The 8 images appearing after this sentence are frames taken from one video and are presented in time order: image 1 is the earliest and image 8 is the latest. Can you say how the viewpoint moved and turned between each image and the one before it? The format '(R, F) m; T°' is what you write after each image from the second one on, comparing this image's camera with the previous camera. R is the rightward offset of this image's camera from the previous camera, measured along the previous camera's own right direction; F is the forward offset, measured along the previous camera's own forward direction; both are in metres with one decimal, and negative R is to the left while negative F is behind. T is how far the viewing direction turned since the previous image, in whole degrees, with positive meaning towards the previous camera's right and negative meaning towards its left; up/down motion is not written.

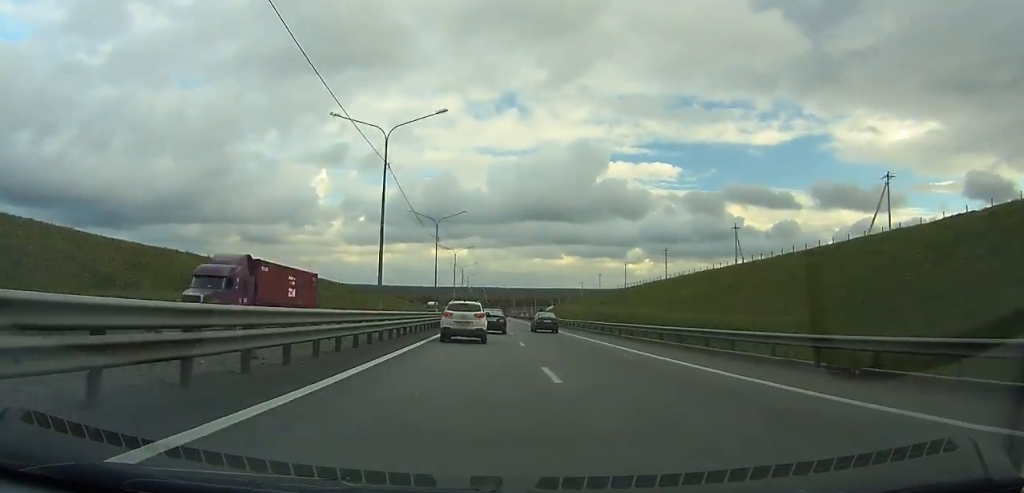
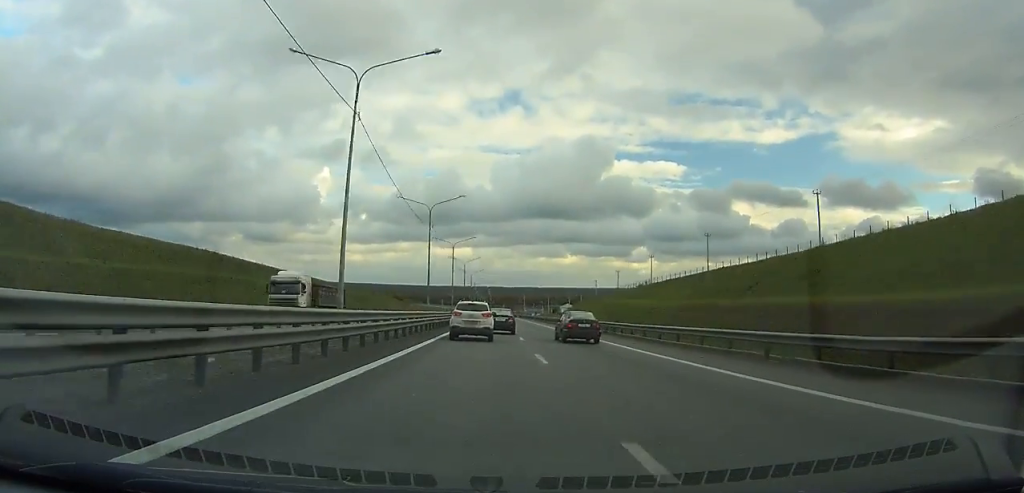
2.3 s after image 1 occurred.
(+0.2, +66.9) m; 0°
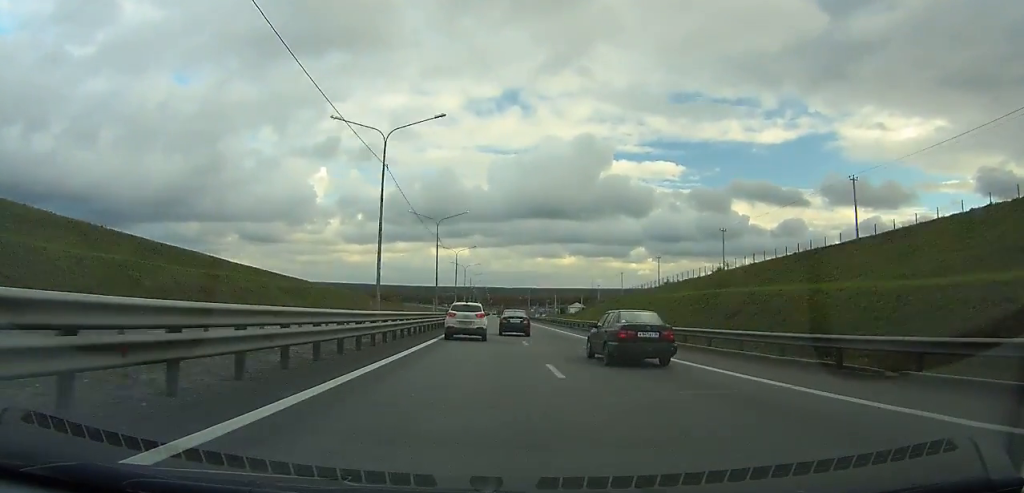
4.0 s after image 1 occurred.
(-0.2, +50.5) m; 0°
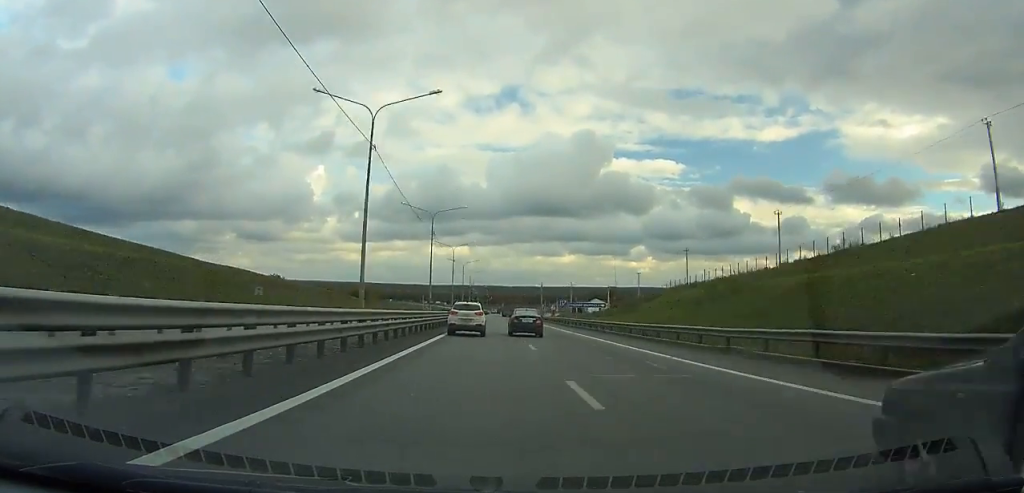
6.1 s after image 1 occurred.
(0.0, +62.9) m; 0°
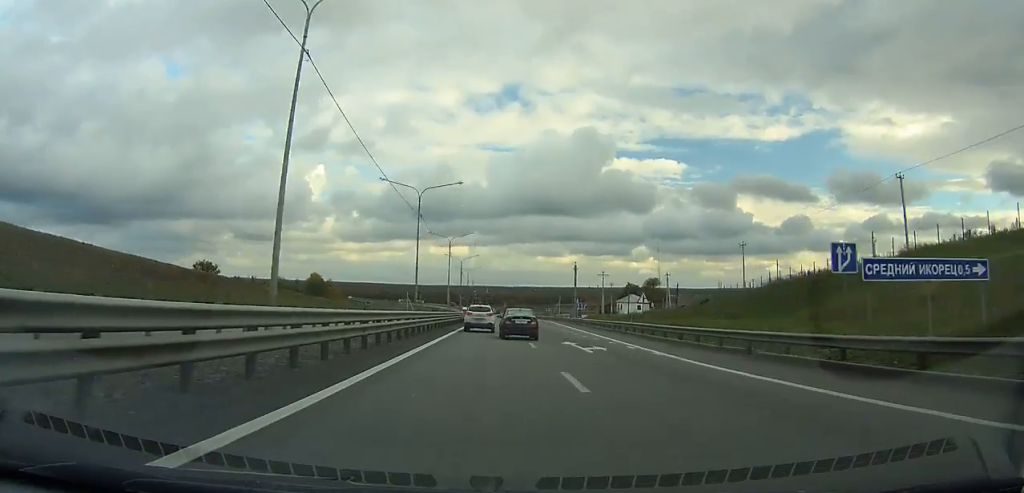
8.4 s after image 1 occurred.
(+0.1, +69.5) m; 0°
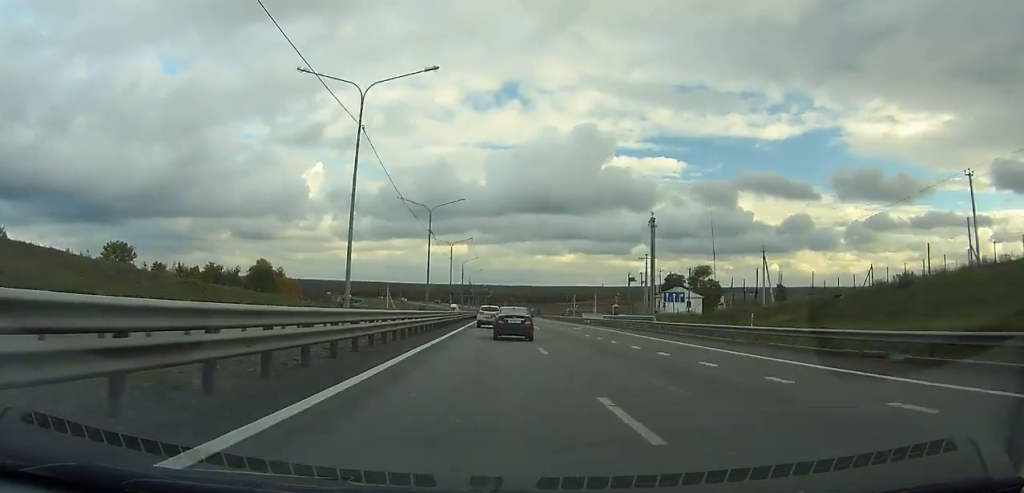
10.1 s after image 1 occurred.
(0.0, +51.6) m; 0°
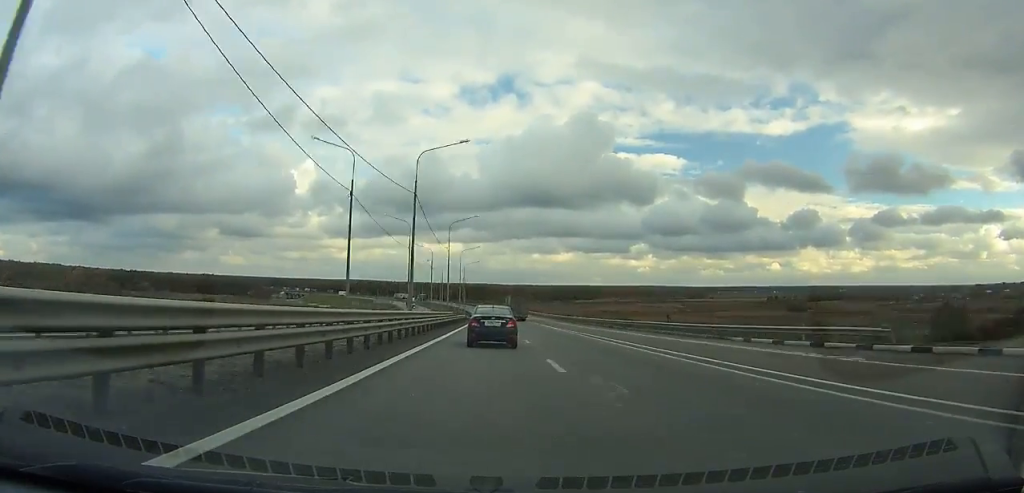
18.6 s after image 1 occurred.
(0.0, +257.3) m; 0°
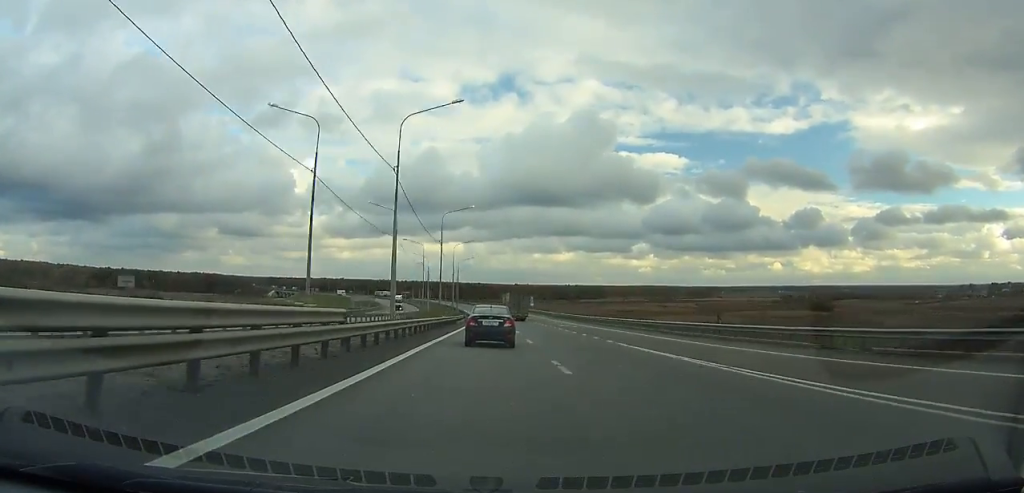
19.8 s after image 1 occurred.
(+0.1, +36.1) m; 0°
